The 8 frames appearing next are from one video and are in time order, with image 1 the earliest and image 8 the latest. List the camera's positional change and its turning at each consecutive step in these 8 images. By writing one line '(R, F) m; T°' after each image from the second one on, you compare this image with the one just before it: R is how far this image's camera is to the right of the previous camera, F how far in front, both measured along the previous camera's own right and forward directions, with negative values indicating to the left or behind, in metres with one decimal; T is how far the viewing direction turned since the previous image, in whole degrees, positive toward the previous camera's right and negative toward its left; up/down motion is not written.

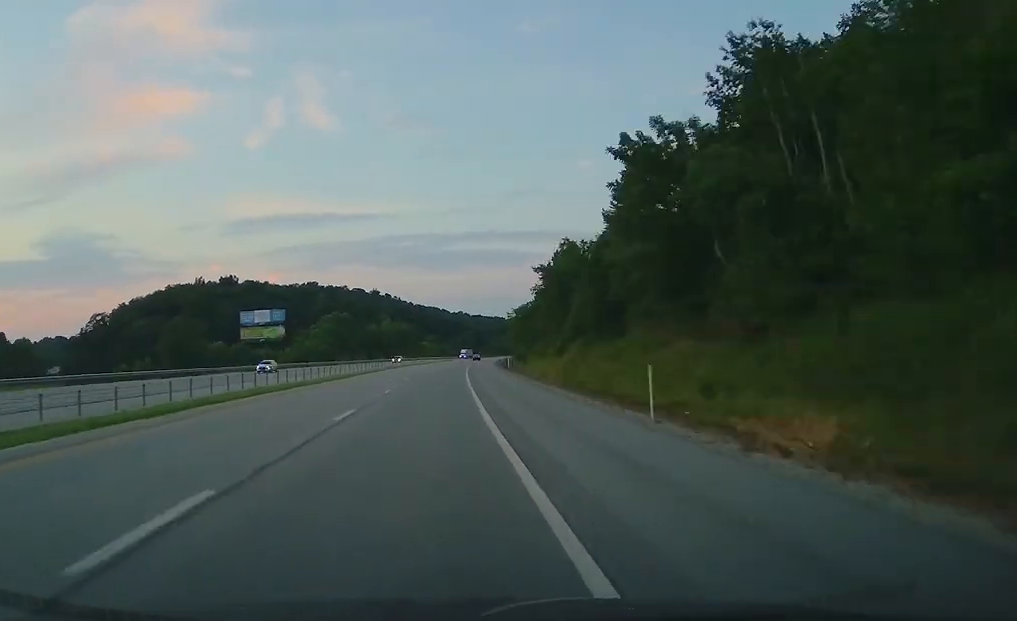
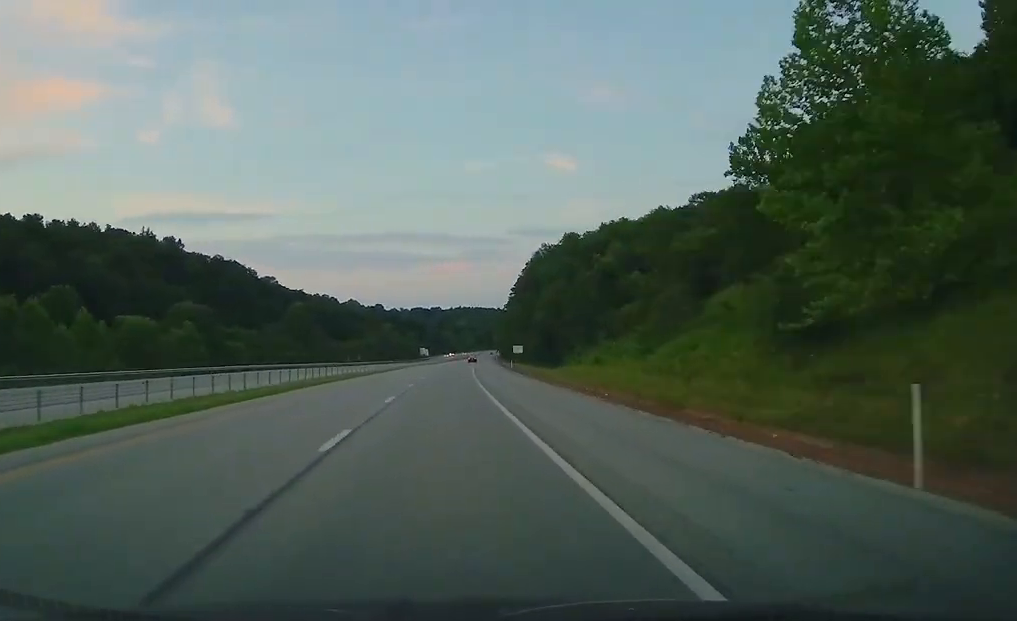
(+21.6, +286.5) m; +9°
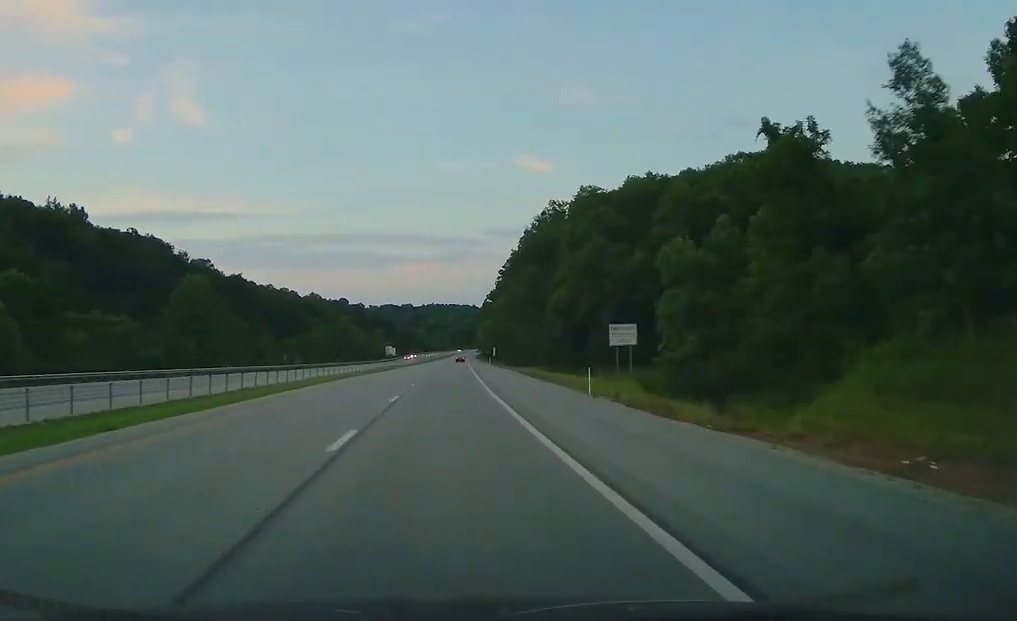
(+1.4, +61.3) m; +1°
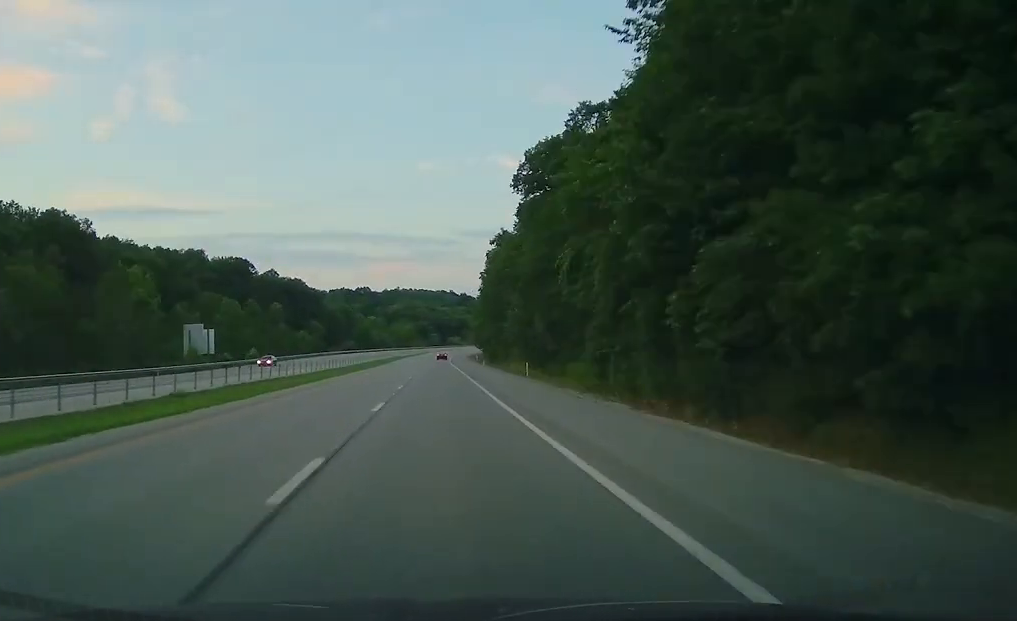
(+4.6, +223.3) m; +2°
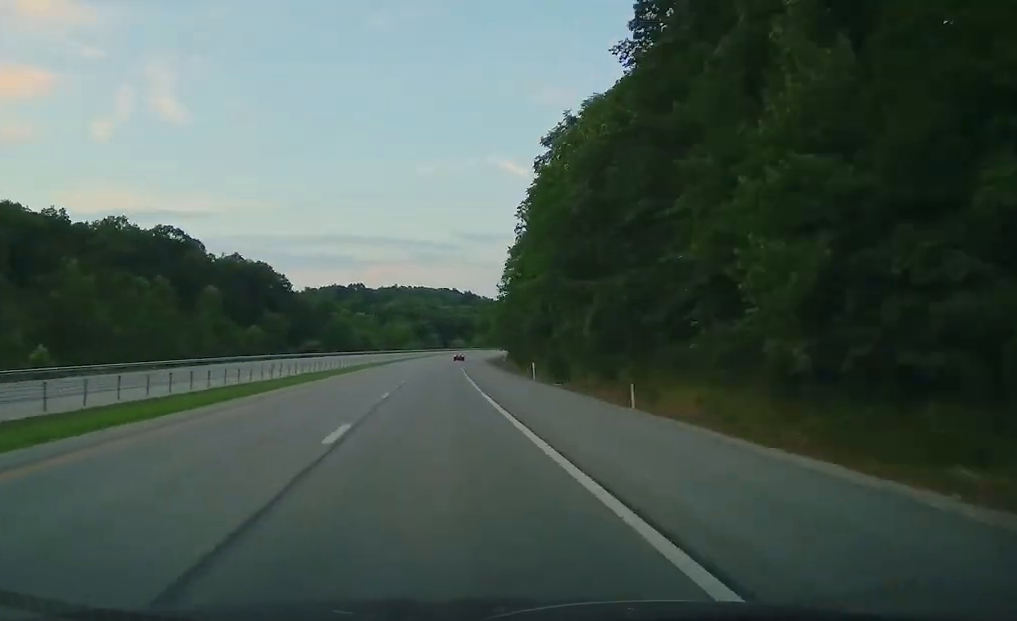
(-1.5, +68.8) m; +1°
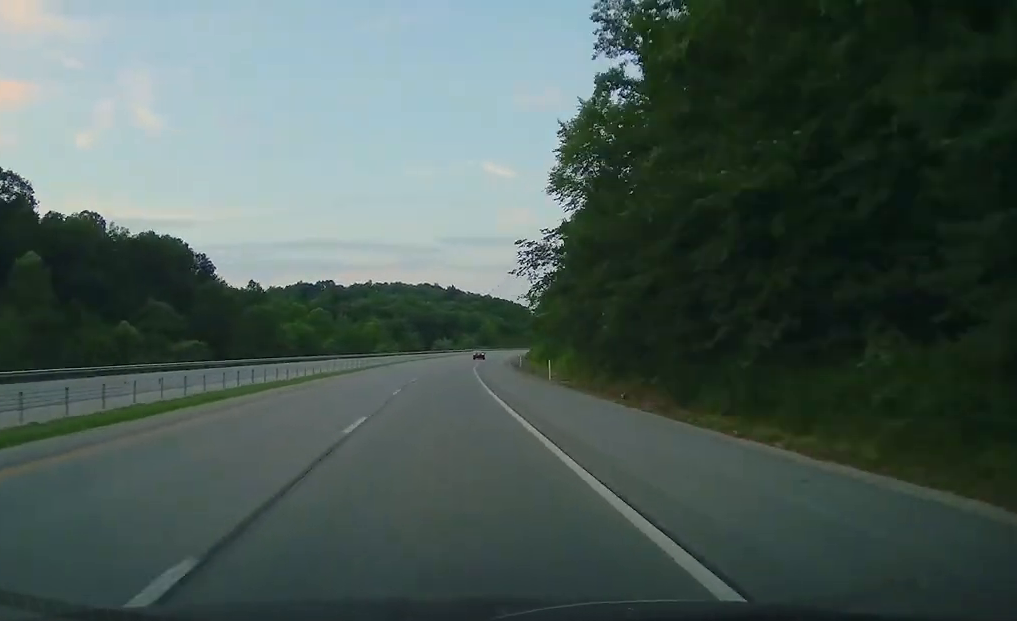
(+2.4, +72.5) m; +4°
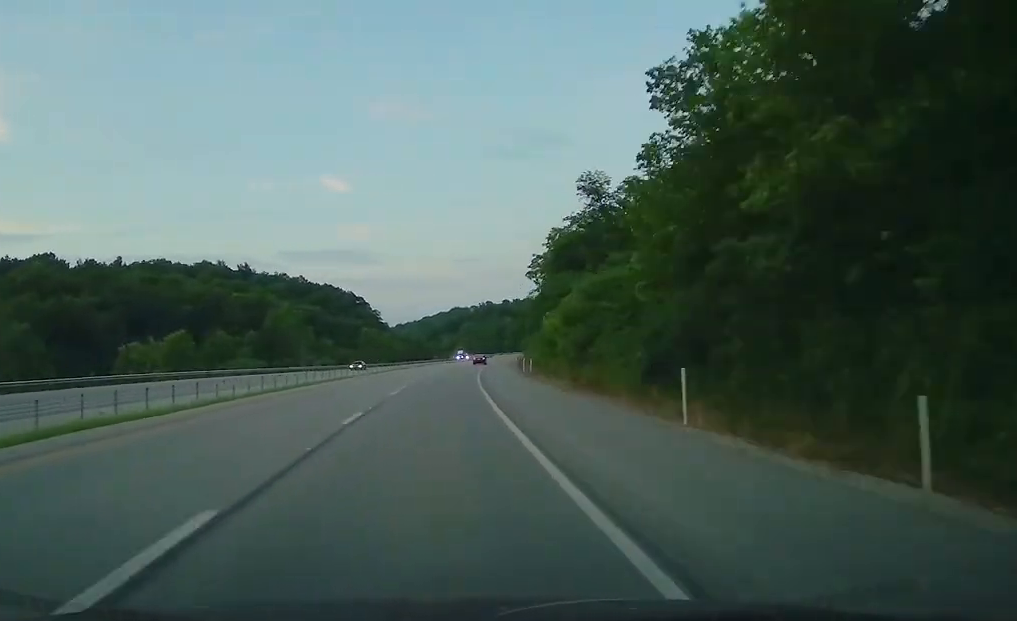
(+24.3, +218.0) m; +14°
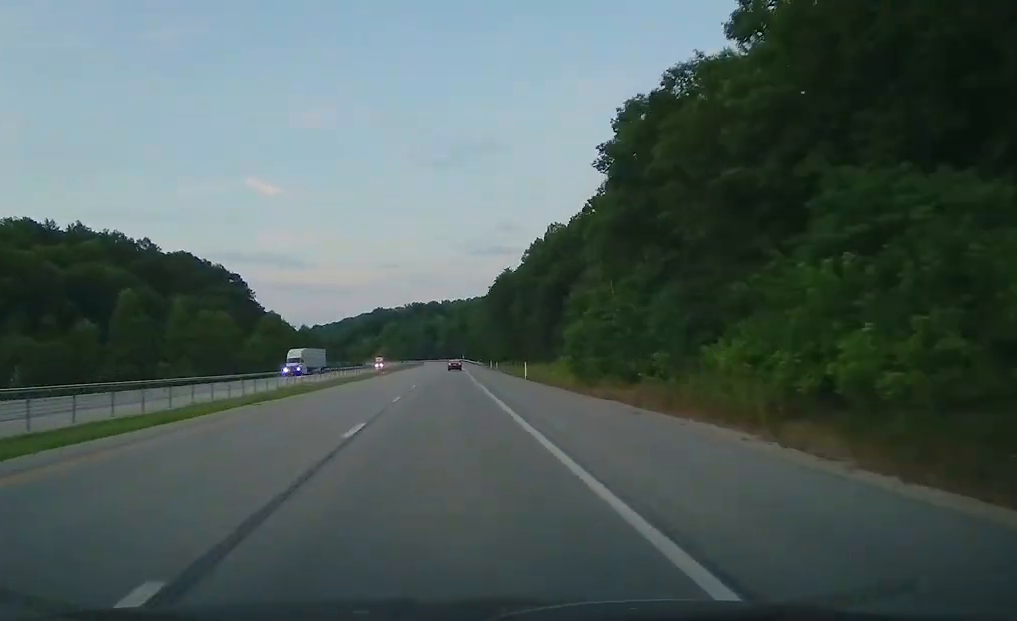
(+7.1, +111.5) m; +3°
